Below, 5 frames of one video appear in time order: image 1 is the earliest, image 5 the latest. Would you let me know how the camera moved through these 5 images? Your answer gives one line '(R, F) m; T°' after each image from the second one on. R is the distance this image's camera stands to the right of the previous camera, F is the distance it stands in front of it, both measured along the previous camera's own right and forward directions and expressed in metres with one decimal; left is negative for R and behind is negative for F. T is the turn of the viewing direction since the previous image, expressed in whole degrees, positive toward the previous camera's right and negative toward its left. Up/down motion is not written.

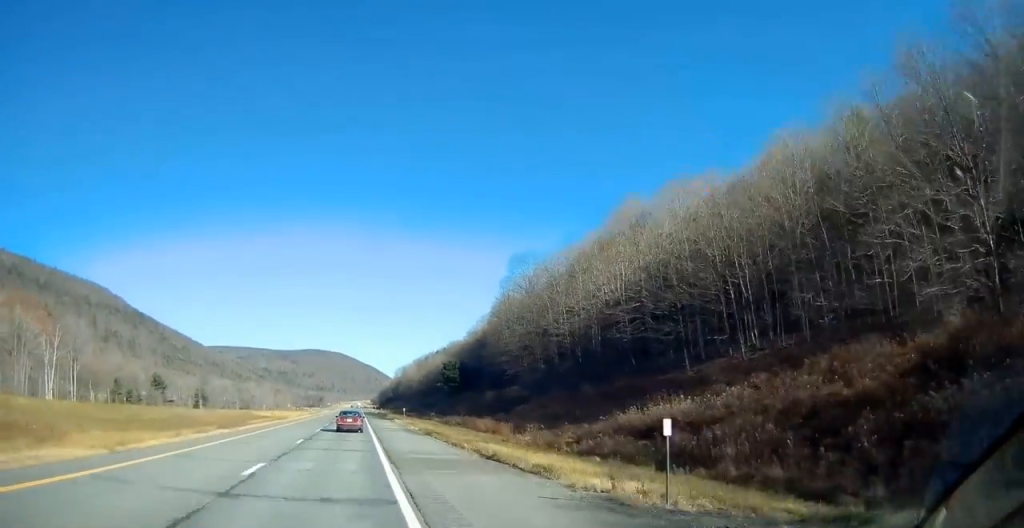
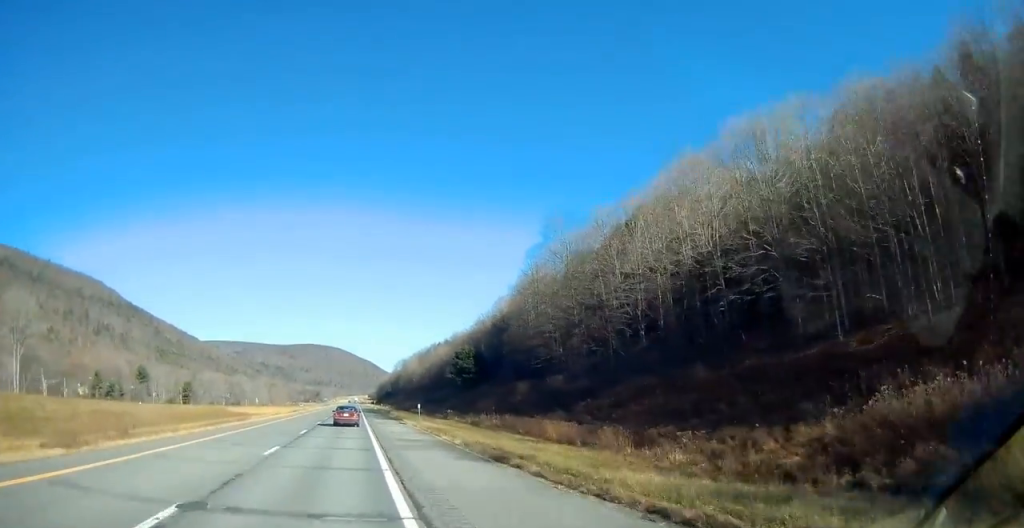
(+0.1, +20.2) m; 0°
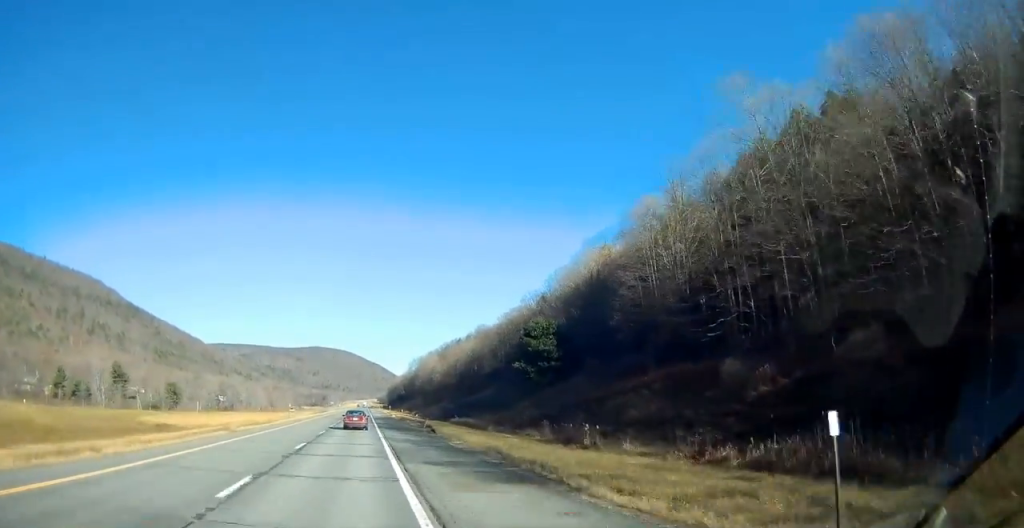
(-0.4, +43.4) m; -1°
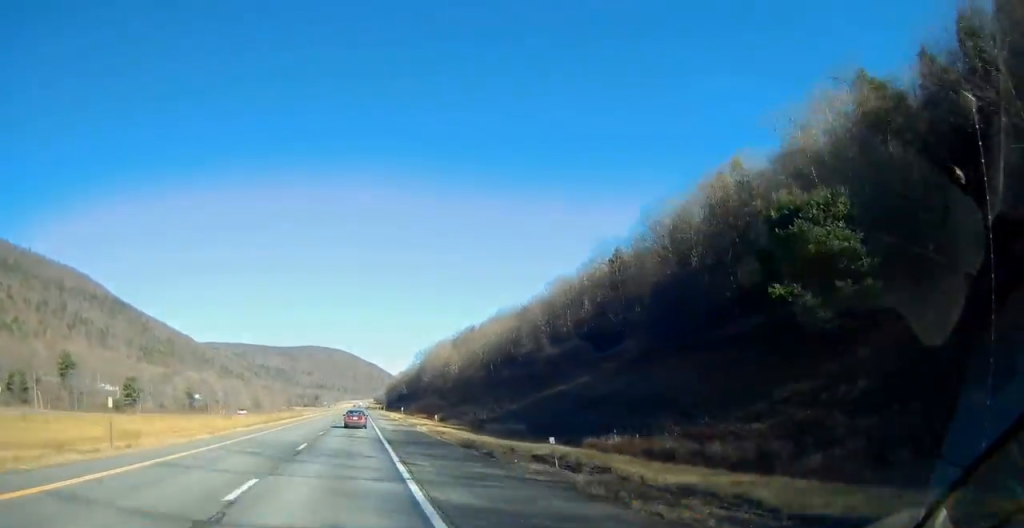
(+0.2, +48.3) m; +2°
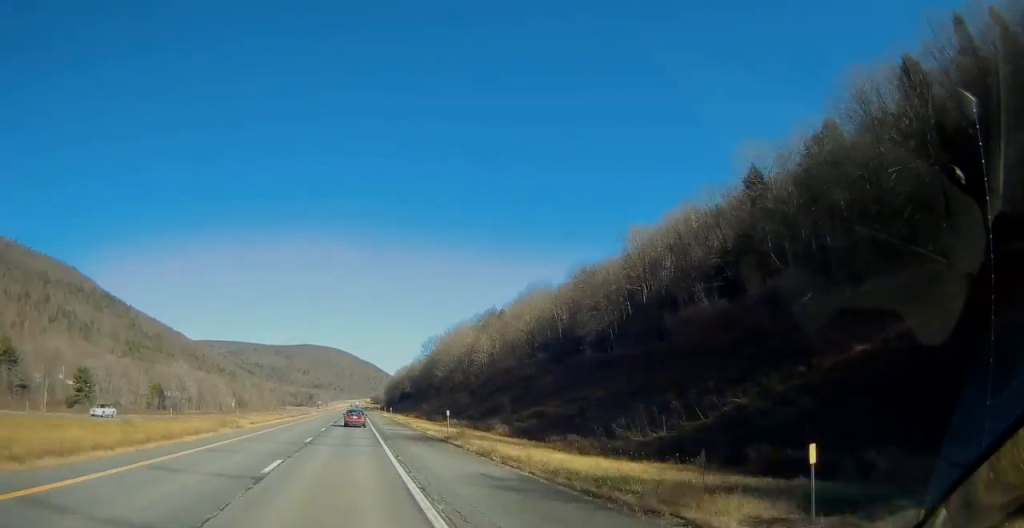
(-0.2, +43.2) m; -2°
